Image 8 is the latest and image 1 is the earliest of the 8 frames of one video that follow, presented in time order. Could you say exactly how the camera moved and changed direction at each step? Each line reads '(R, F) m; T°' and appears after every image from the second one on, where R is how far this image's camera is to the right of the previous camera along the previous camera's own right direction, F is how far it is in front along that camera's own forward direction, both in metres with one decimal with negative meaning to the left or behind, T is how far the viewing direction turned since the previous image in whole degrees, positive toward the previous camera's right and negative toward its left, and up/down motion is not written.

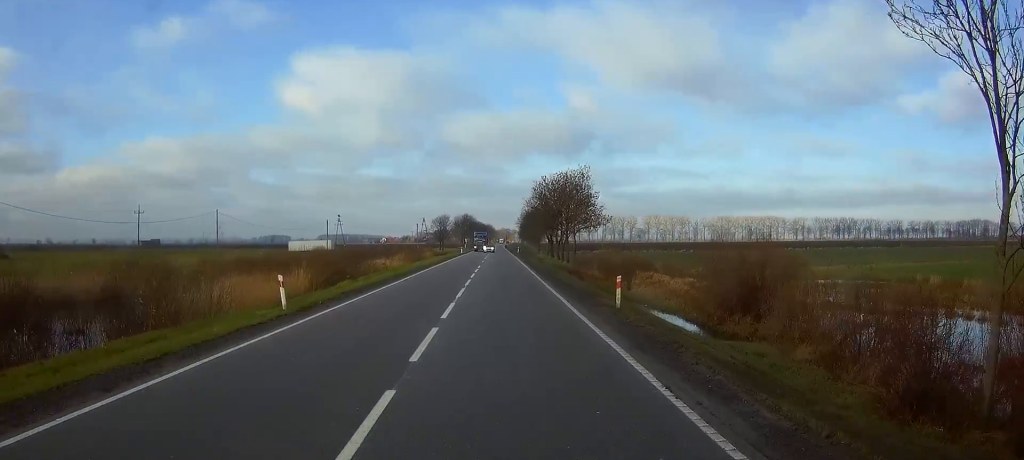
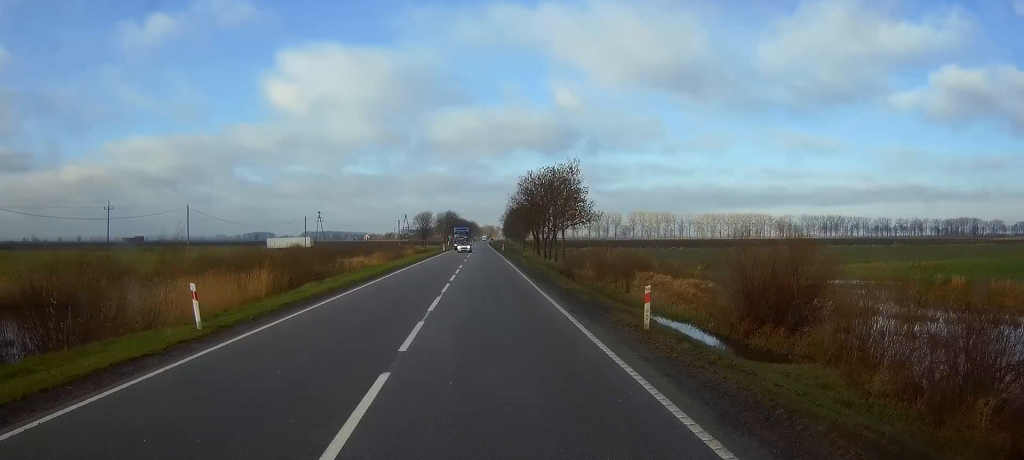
(0.0, +5.7) m; 0°
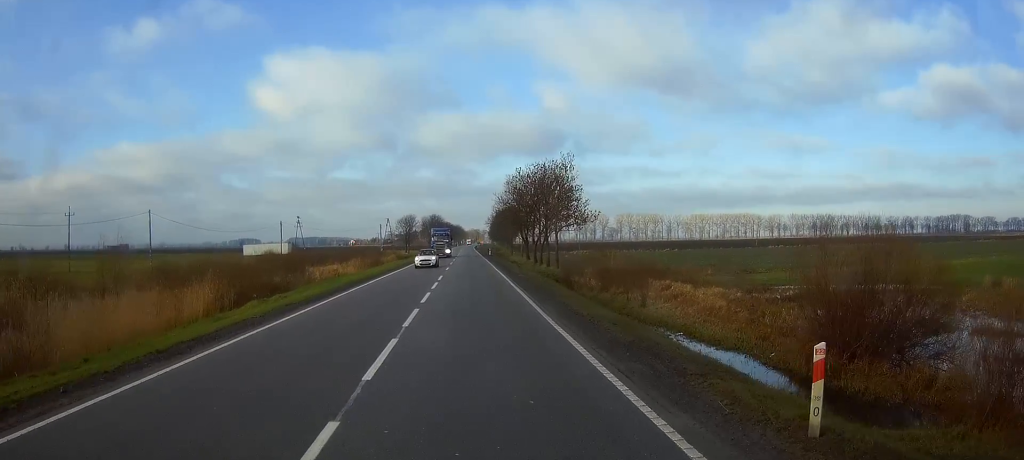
(0.0, +8.7) m; +1°
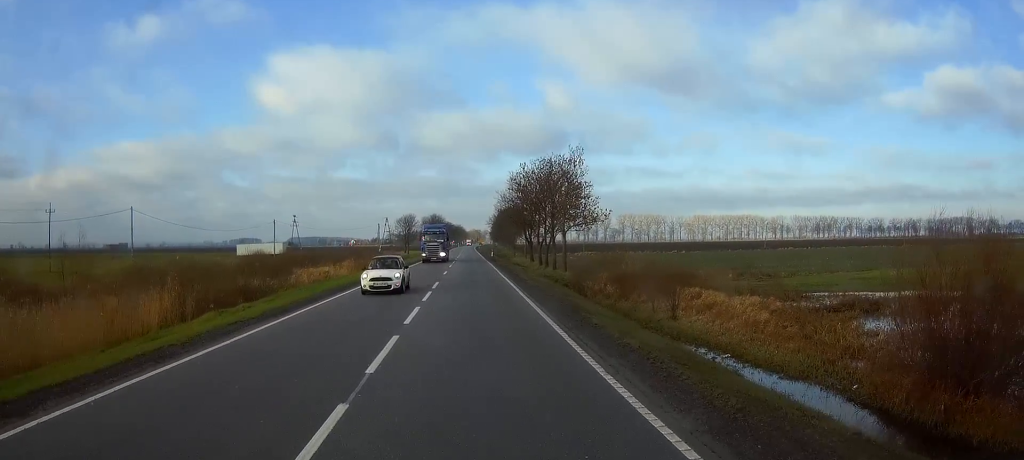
(+0.1, +5.9) m; +1°
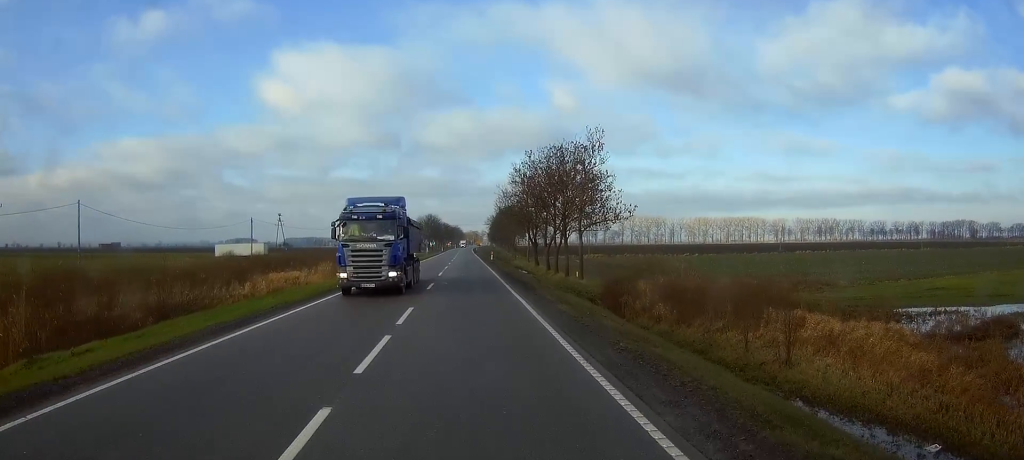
(+0.1, +13.1) m; 0°
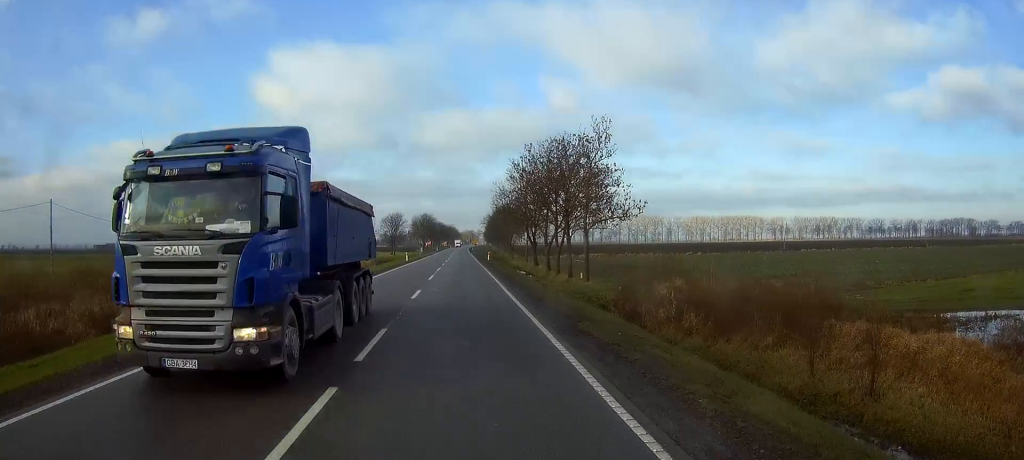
(0.0, +5.3) m; -1°
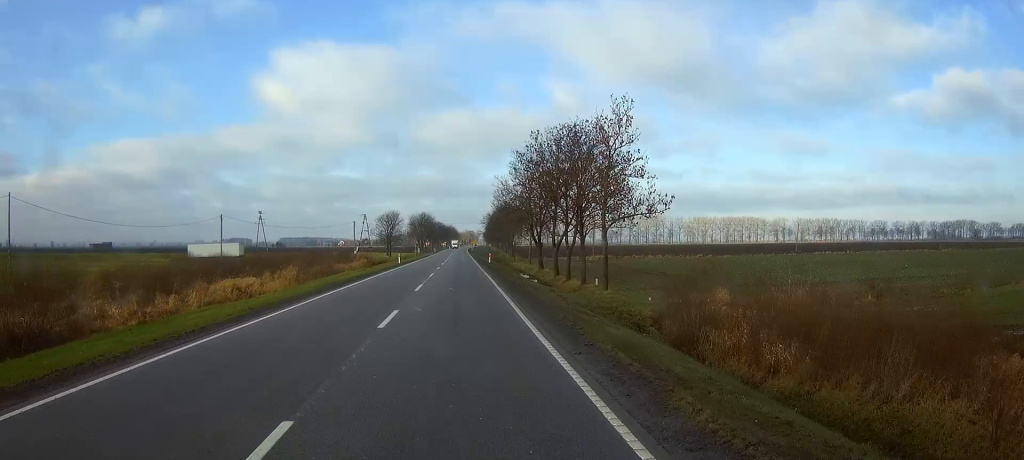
(-0.1, +8.2) m; 0°
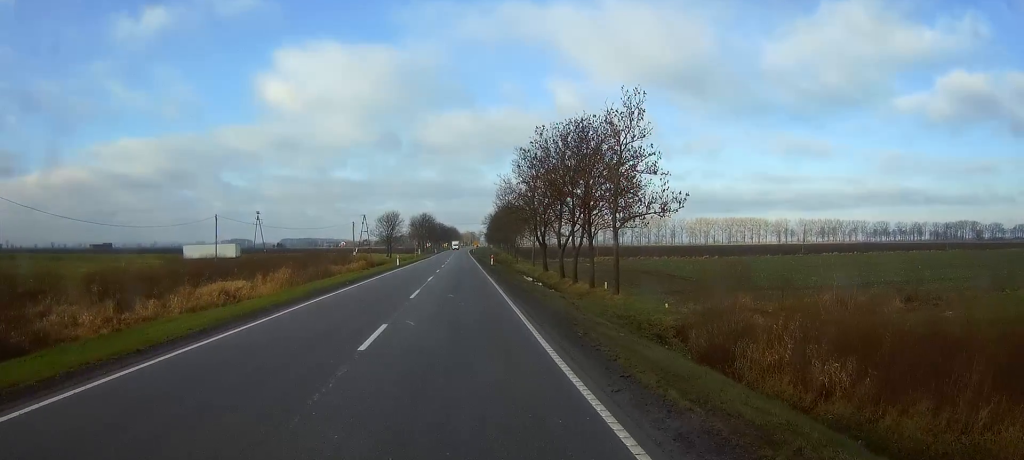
(0.0, +3.1) m; 0°
